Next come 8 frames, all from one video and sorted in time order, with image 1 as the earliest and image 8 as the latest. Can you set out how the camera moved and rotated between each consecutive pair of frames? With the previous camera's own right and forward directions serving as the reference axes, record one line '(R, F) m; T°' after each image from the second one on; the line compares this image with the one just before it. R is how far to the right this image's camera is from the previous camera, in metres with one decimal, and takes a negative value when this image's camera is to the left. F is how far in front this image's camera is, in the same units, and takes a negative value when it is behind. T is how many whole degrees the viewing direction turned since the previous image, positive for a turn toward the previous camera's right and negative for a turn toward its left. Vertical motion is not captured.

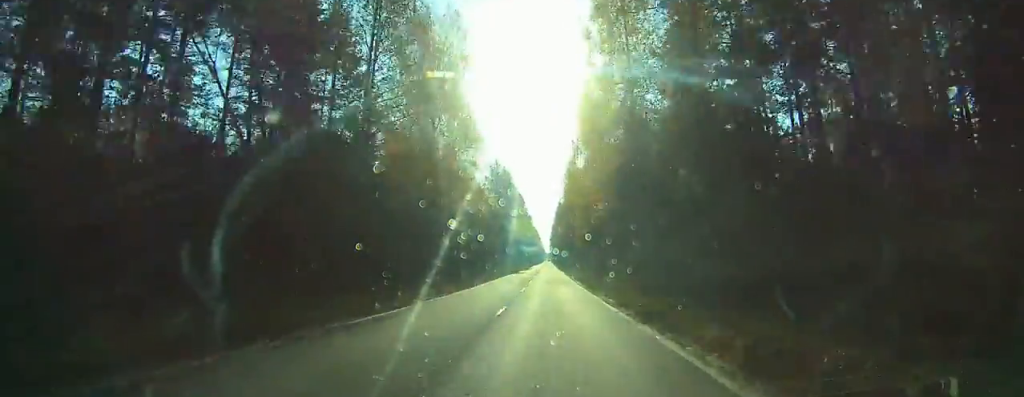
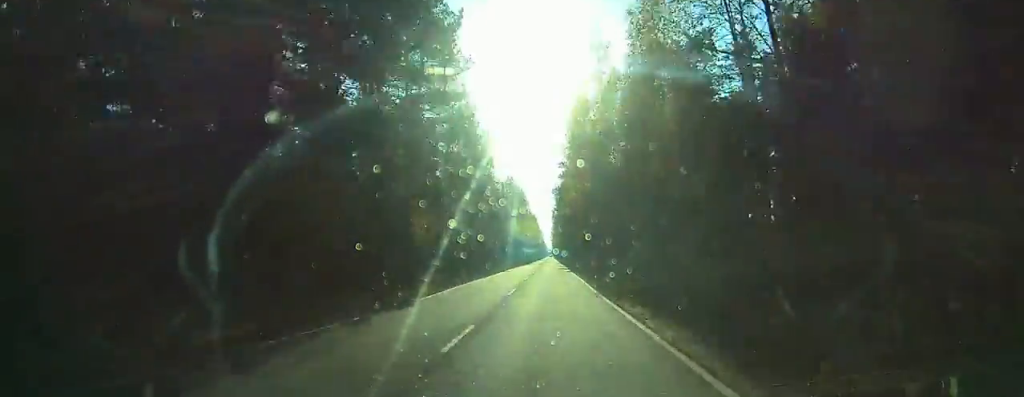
(-0.5, +113.3) m; -1°
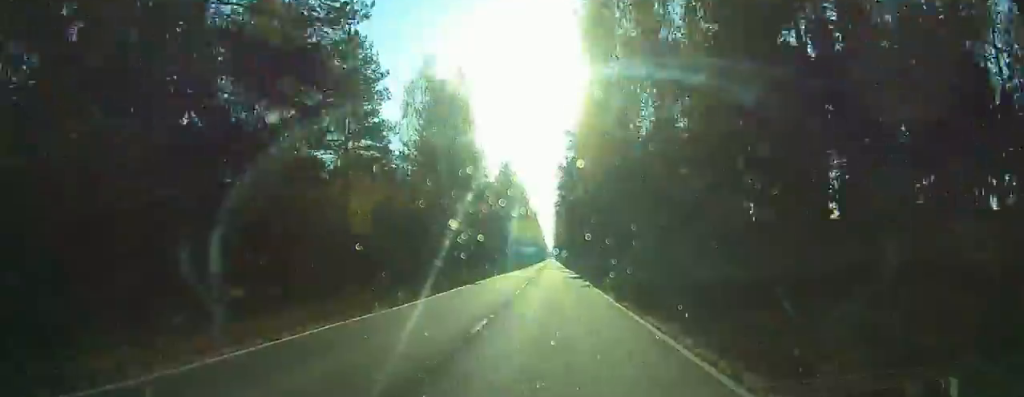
(-0.2, +21.8) m; 0°
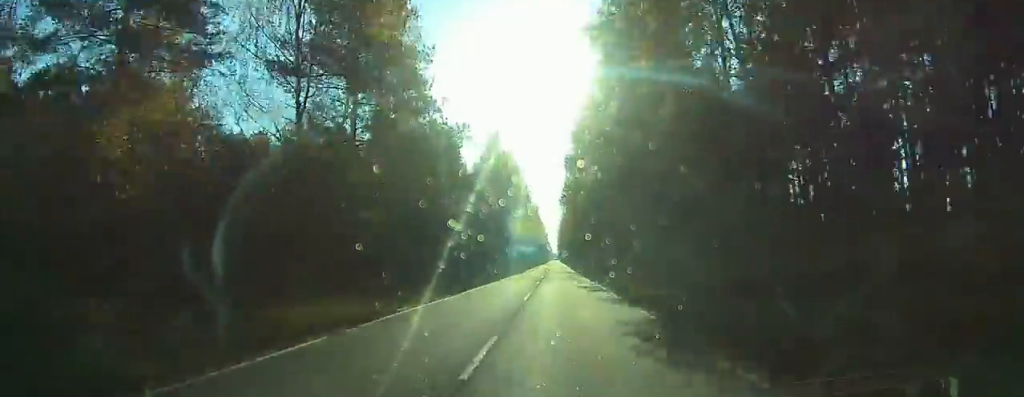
(+0.4, +27.3) m; 0°
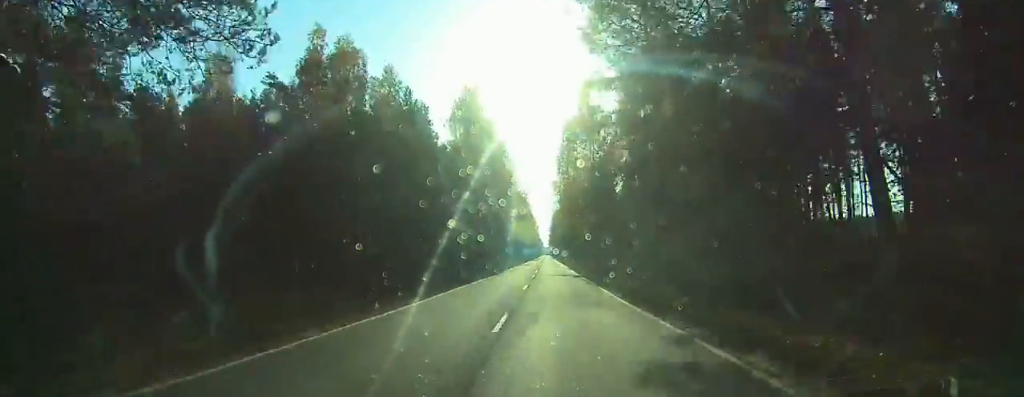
(+0.1, +20.5) m; 0°
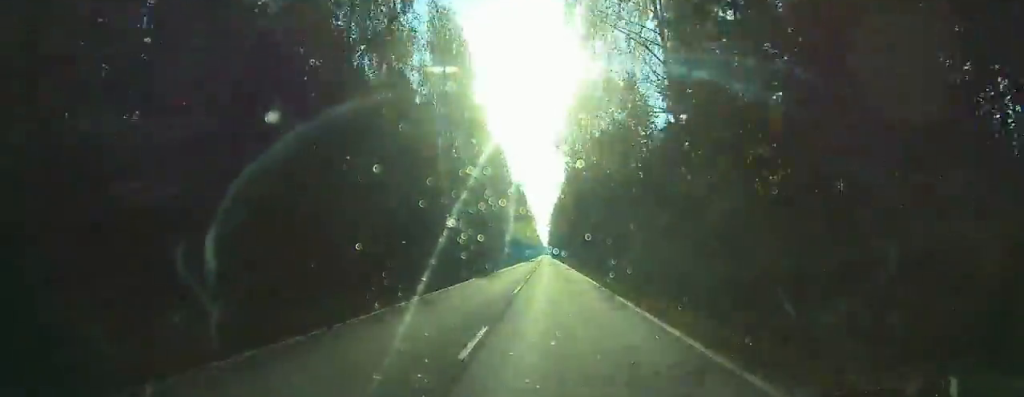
(-0.2, +38.4) m; 0°
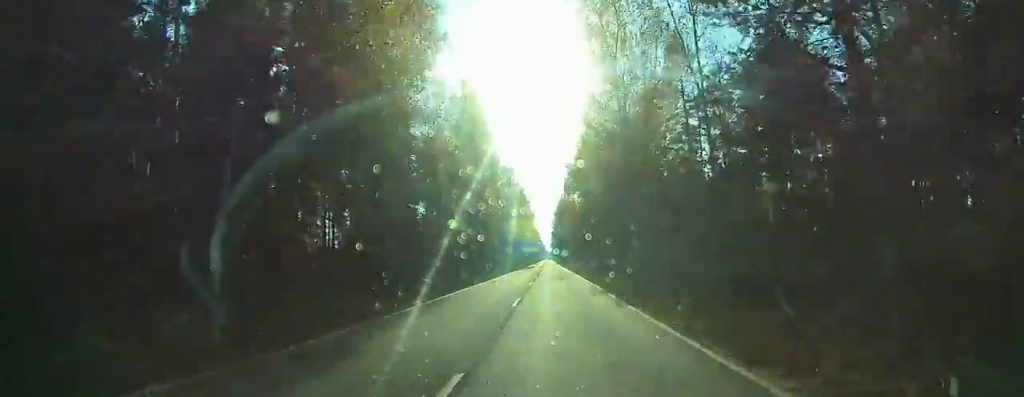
(-0.1, +27.5) m; 0°
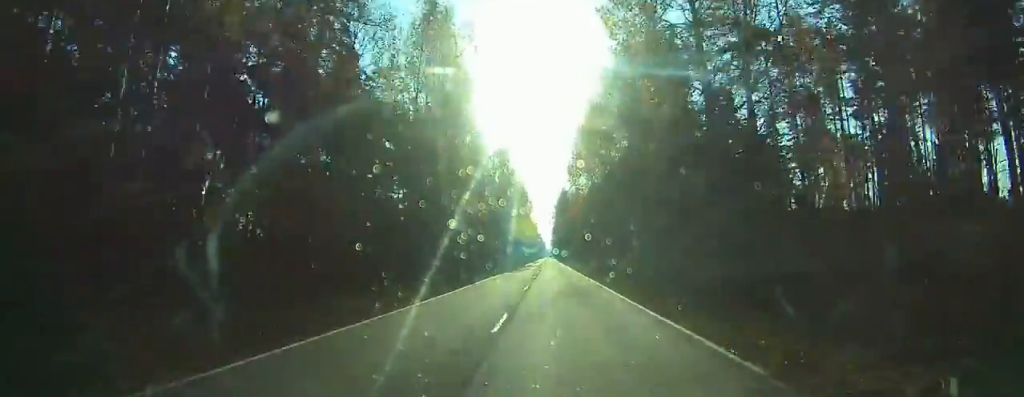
(+0.1, +17.9) m; 0°
